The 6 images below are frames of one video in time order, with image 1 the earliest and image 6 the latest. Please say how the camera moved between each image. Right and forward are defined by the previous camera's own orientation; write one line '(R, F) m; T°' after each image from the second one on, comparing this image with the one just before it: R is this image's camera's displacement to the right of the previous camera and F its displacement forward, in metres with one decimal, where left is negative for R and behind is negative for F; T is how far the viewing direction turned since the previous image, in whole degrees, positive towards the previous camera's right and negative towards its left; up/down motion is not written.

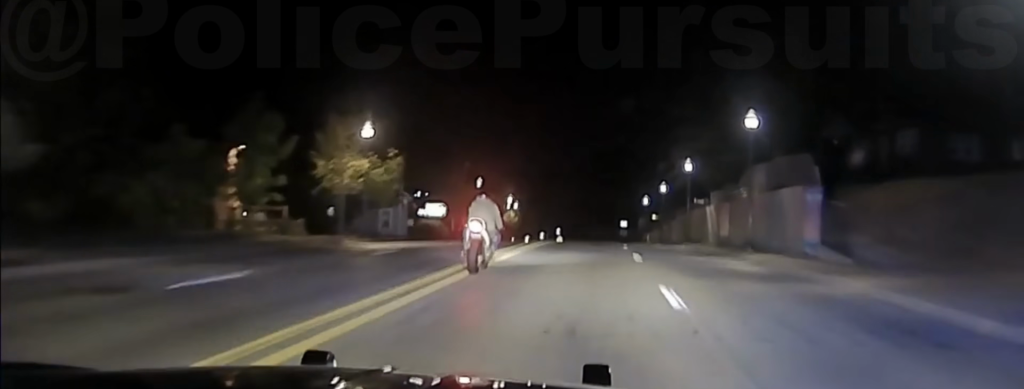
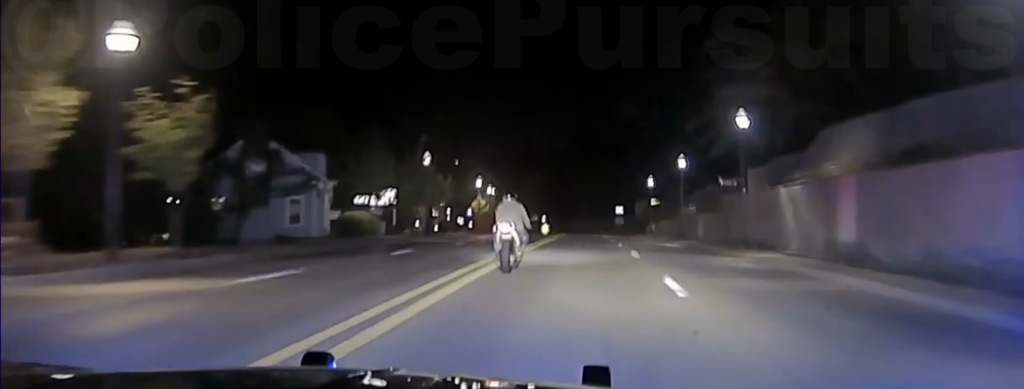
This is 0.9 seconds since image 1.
(+0.2, +23.1) m; +1°
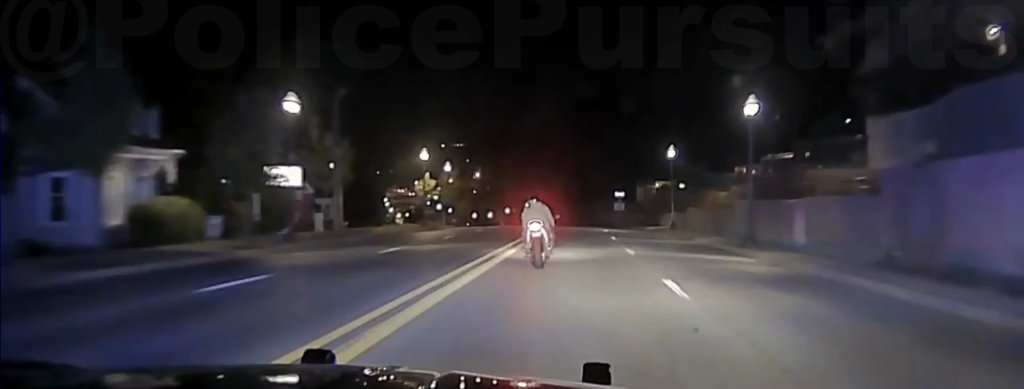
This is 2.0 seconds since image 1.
(+0.2, +27.4) m; 0°
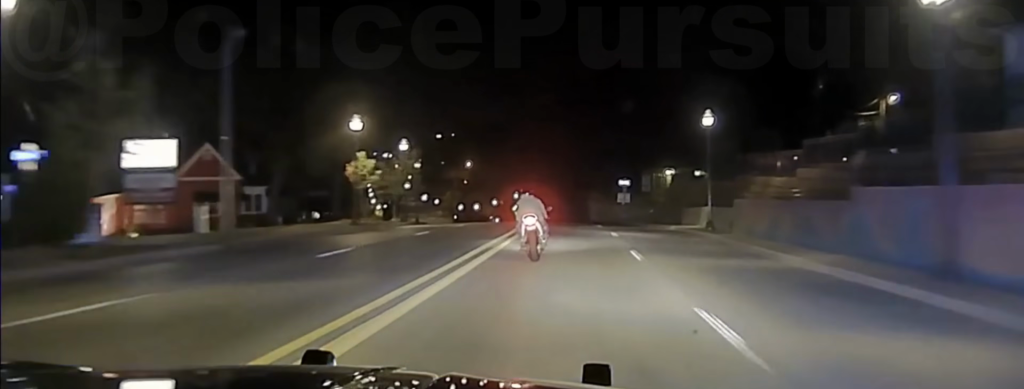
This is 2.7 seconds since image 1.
(0.0, +19.0) m; -1°
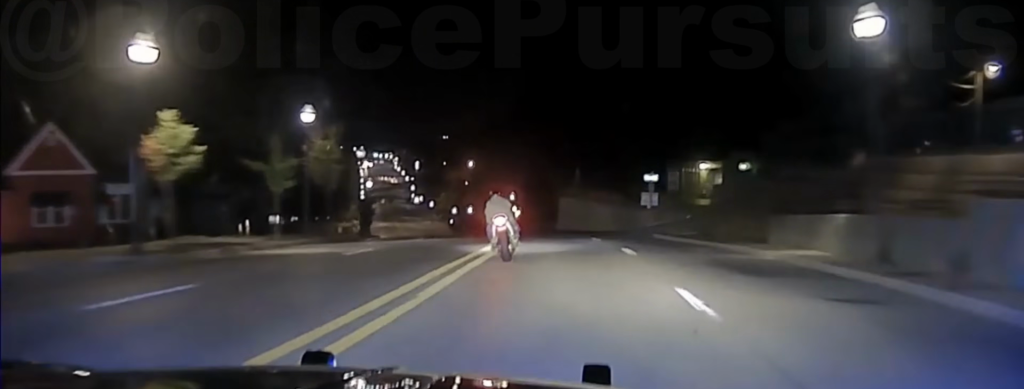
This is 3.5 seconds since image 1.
(0.0, +21.9) m; -2°
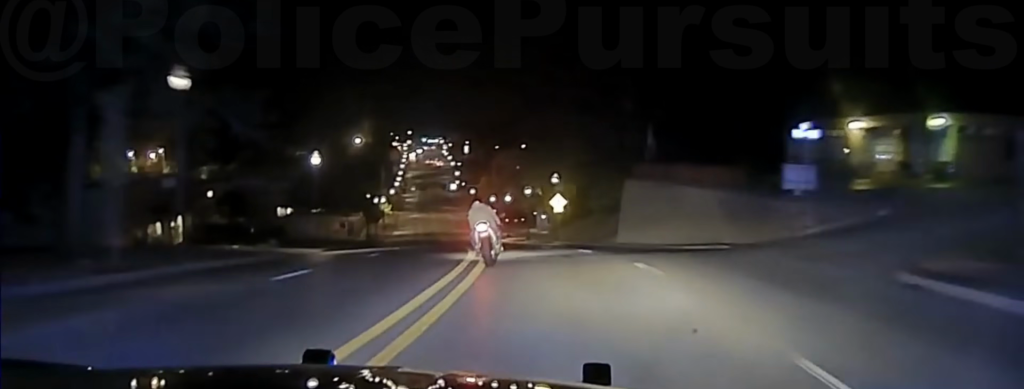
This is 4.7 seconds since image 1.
(-1.8, +31.0) m; -6°
